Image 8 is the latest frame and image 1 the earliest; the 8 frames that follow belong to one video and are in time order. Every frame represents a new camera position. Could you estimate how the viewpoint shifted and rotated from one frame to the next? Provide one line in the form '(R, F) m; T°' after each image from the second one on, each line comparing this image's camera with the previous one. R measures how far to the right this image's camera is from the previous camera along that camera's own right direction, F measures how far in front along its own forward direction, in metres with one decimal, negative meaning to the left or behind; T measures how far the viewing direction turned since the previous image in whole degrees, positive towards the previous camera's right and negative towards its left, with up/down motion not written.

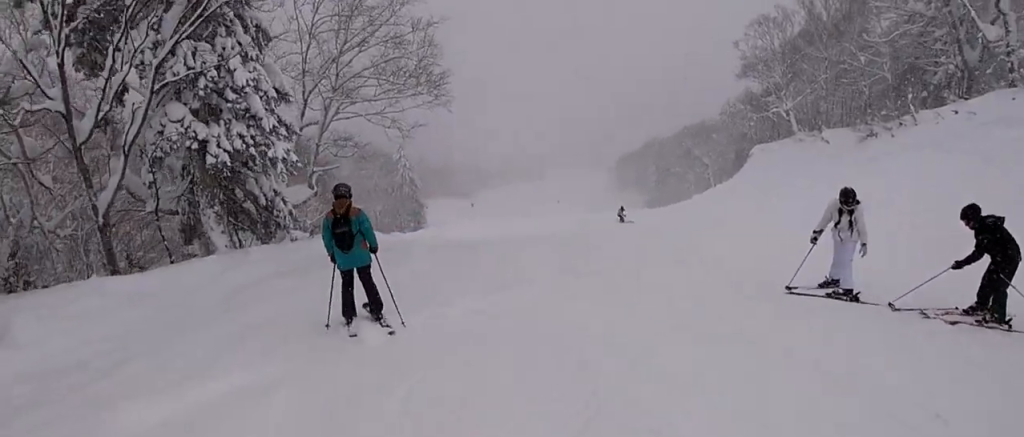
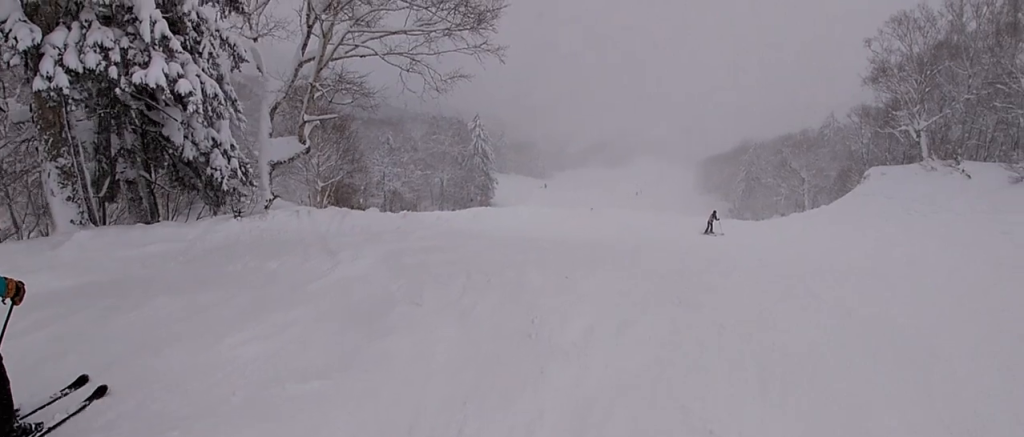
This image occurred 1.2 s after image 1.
(-0.8, +6.6) m; -1°
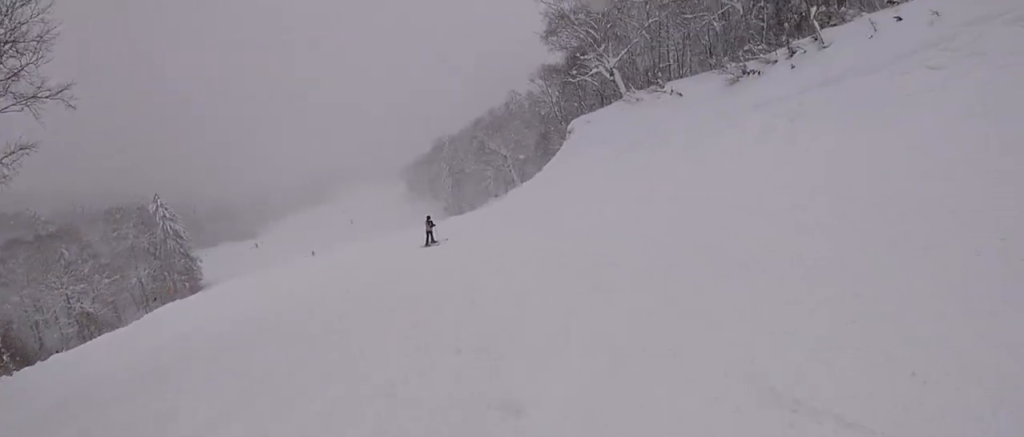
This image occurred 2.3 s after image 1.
(+0.9, +5.7) m; +8°
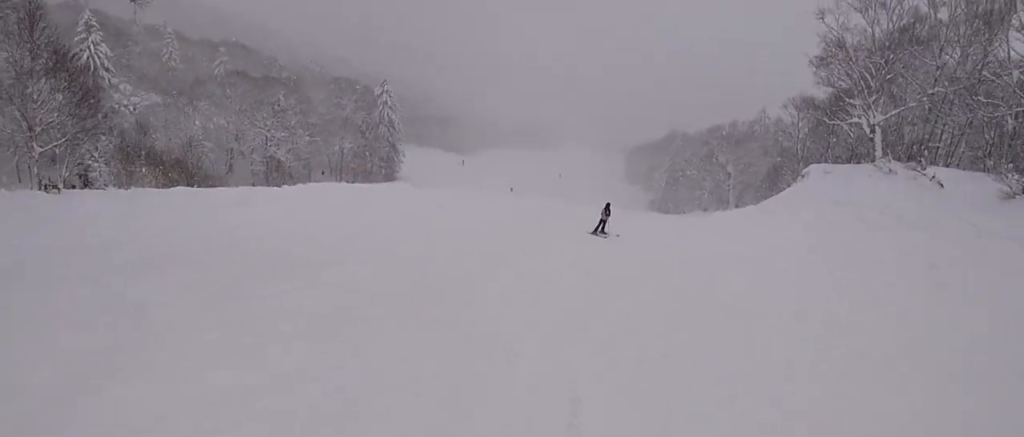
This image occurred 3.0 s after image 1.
(+0.4, +3.8) m; -8°
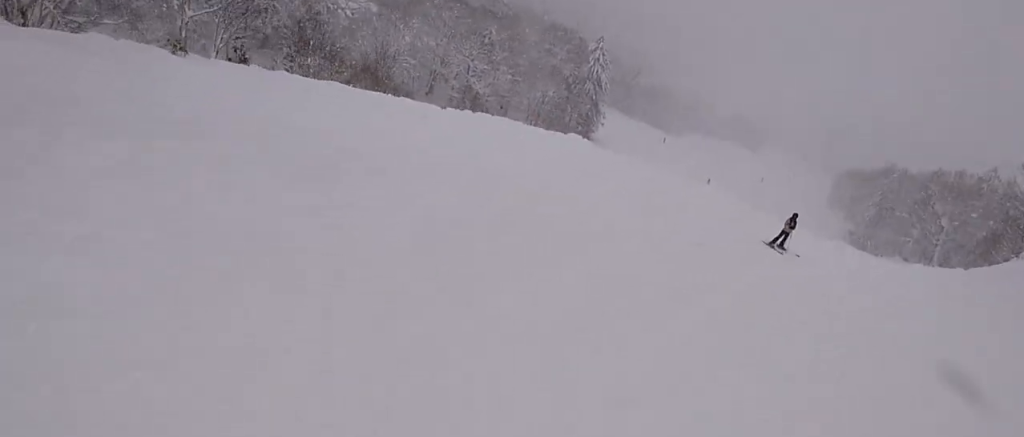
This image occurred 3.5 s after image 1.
(-0.9, +3.1) m; -16°
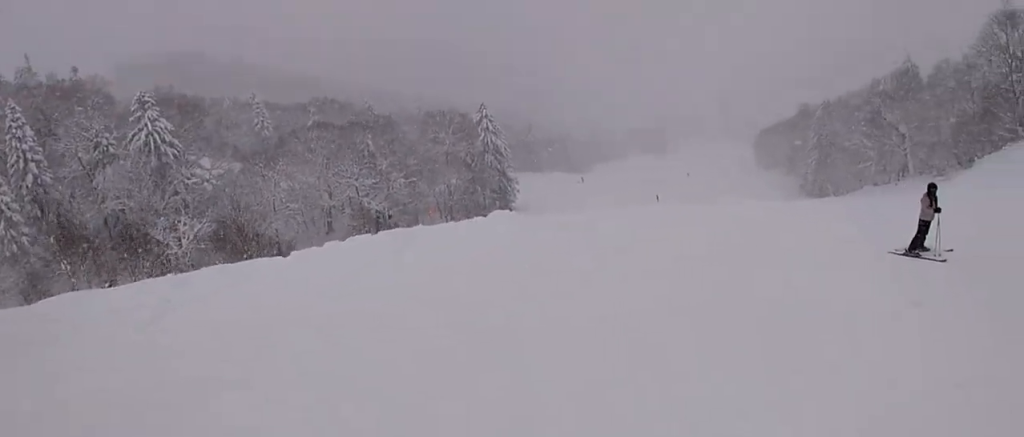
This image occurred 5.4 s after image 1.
(-1.1, +10.7) m; +2°
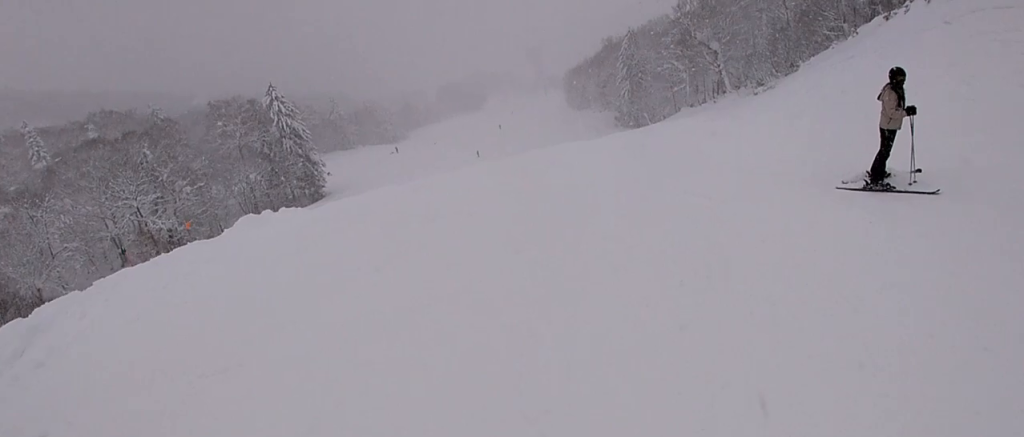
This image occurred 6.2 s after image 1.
(+0.6, +5.1) m; +12°
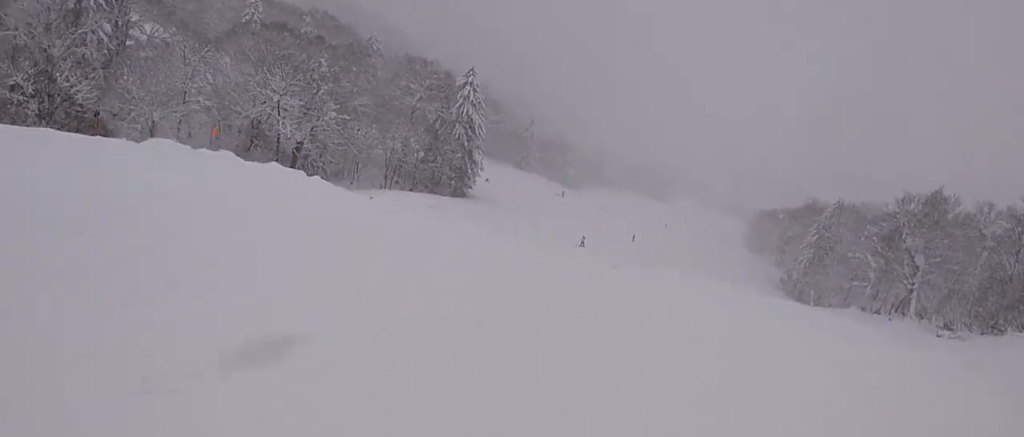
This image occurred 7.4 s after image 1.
(+0.8, +6.3) m; +1°
